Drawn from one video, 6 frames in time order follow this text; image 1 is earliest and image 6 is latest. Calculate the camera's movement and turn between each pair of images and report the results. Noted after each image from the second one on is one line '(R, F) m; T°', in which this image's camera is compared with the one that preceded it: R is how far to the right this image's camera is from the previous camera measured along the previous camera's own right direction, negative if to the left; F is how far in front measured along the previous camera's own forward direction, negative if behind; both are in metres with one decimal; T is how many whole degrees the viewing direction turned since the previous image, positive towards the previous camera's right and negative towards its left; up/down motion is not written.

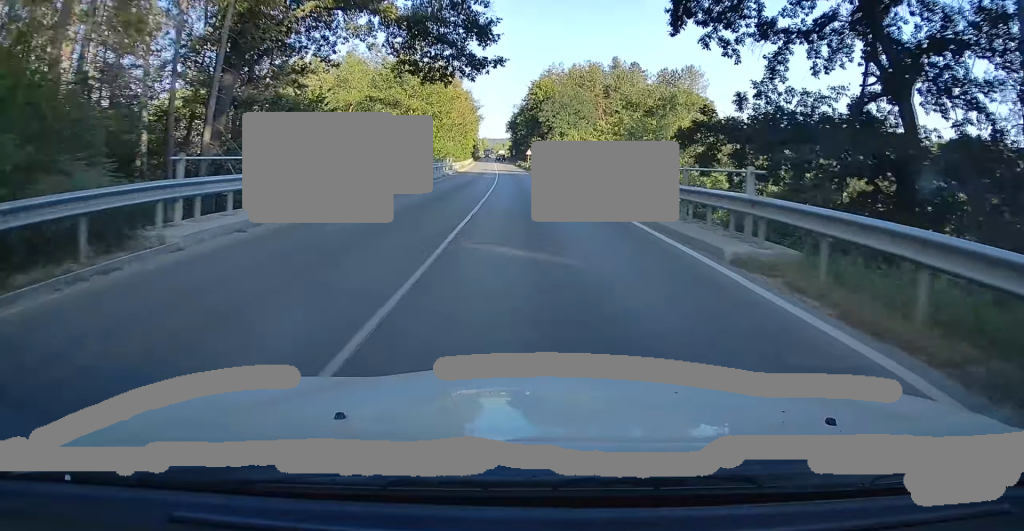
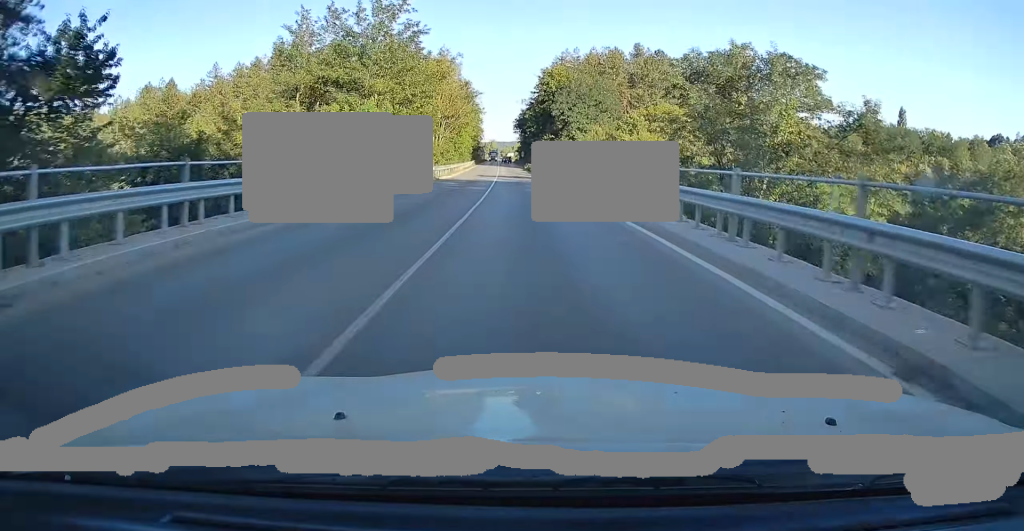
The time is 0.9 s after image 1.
(-0.2, +19.5) m; -2°
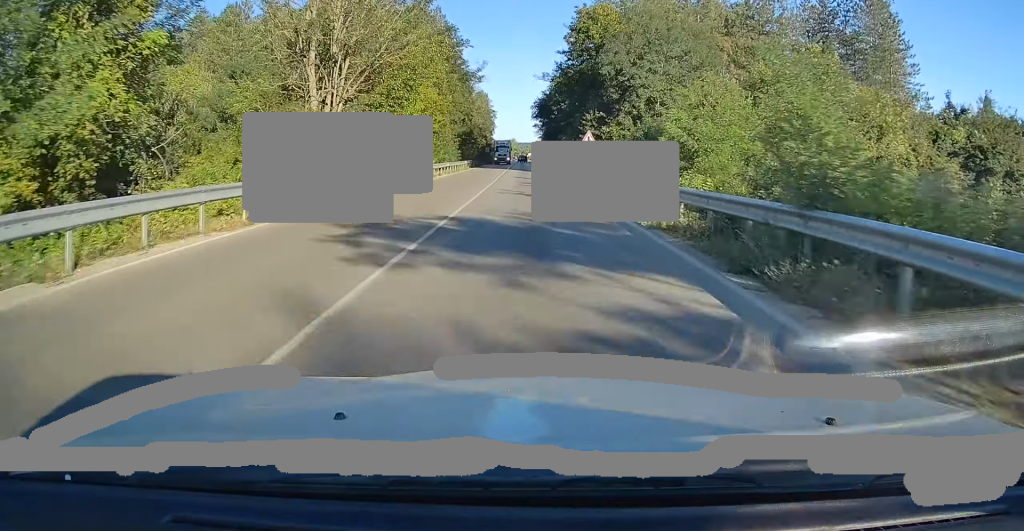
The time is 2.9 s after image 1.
(-0.4, +42.6) m; -2°
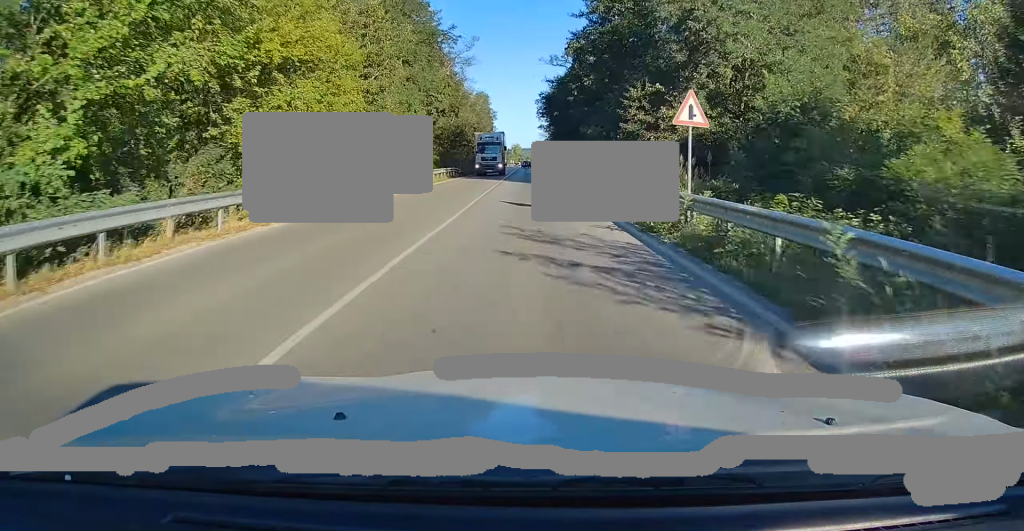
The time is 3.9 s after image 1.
(-0.6, +21.5) m; -2°
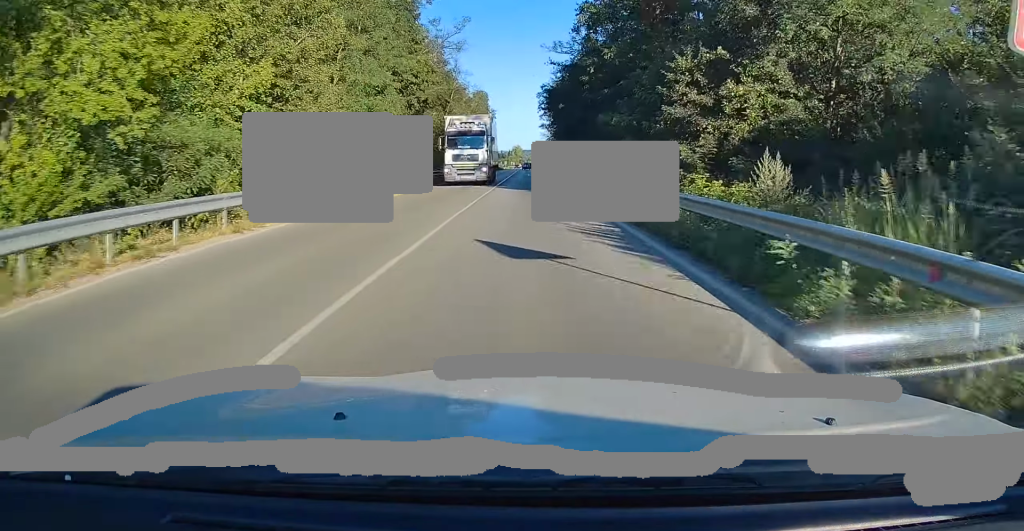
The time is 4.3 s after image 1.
(-0.1, +10.0) m; 0°
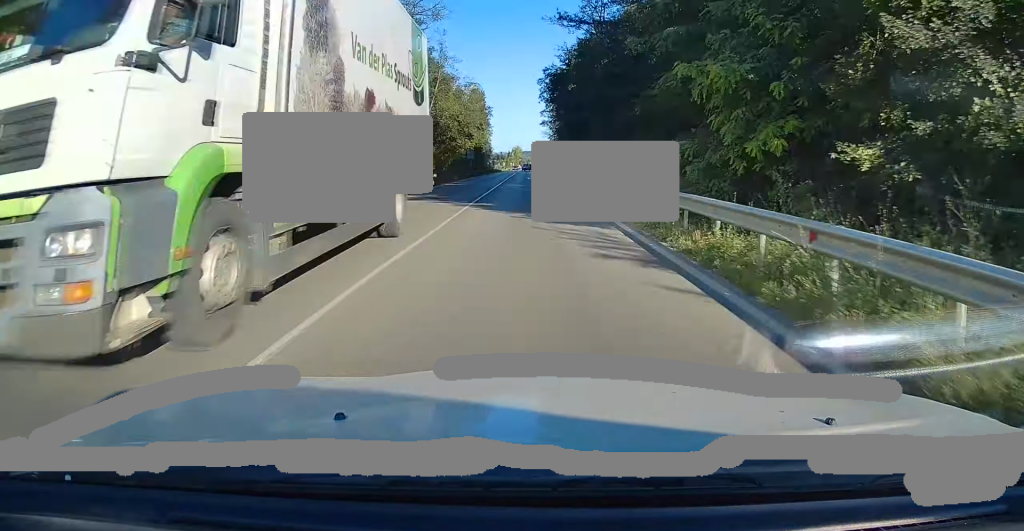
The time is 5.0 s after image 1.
(0.0, +14.3) m; 0°
